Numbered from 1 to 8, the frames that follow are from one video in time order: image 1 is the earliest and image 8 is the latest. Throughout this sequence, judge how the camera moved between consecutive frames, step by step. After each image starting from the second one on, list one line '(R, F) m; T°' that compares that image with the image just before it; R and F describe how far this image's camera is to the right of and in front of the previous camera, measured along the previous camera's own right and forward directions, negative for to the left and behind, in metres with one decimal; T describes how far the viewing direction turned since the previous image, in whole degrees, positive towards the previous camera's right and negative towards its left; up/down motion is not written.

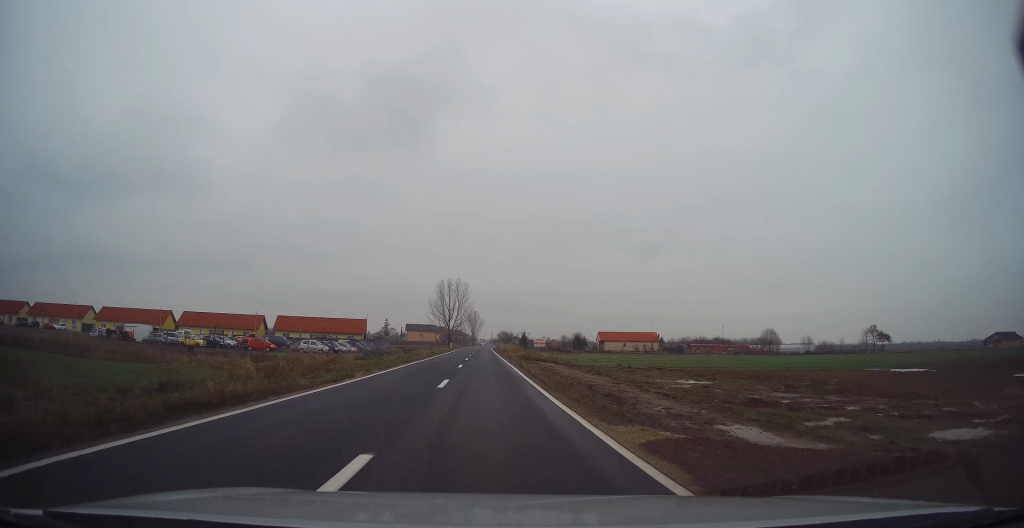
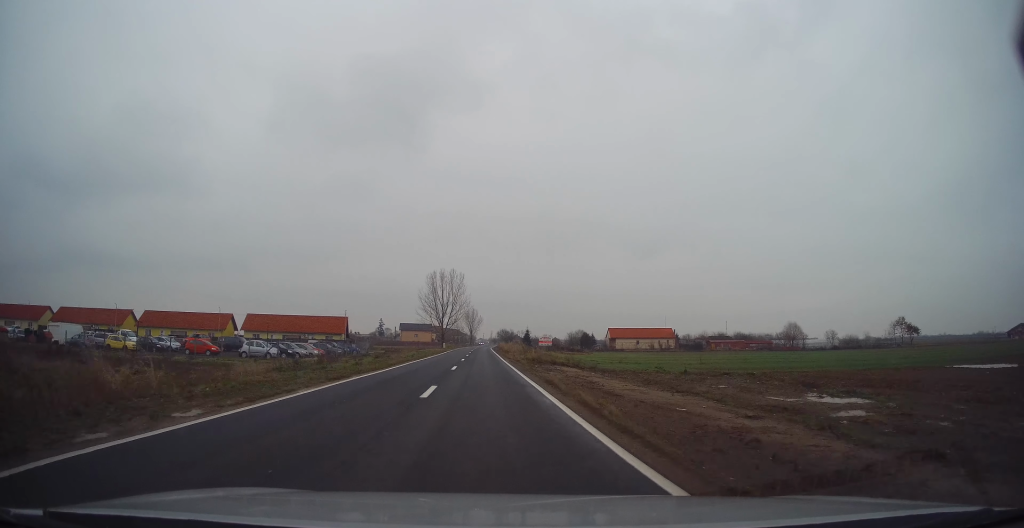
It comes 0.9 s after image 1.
(+0.3, +15.2) m; +1°
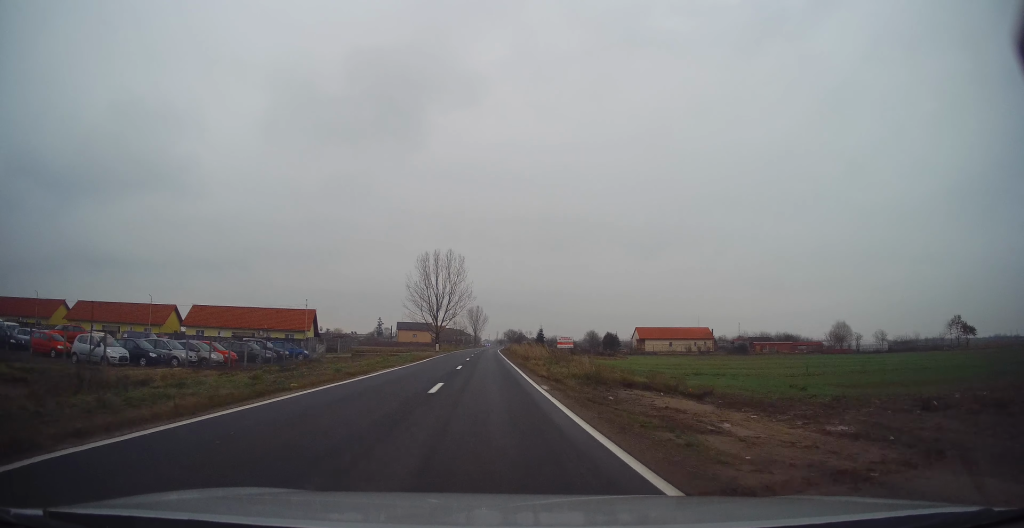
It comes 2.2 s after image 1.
(-0.2, +22.2) m; -1°
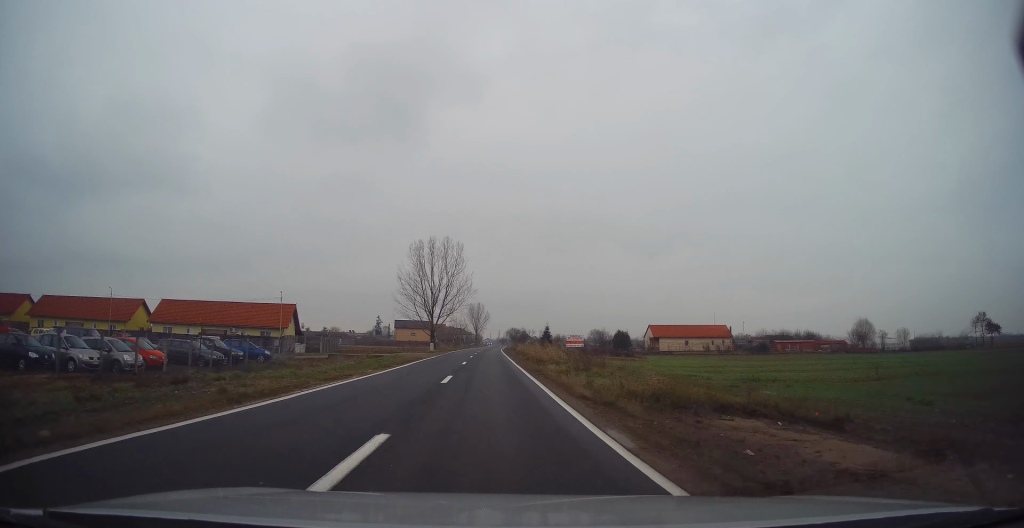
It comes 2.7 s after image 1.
(-0.2, +9.0) m; 0°
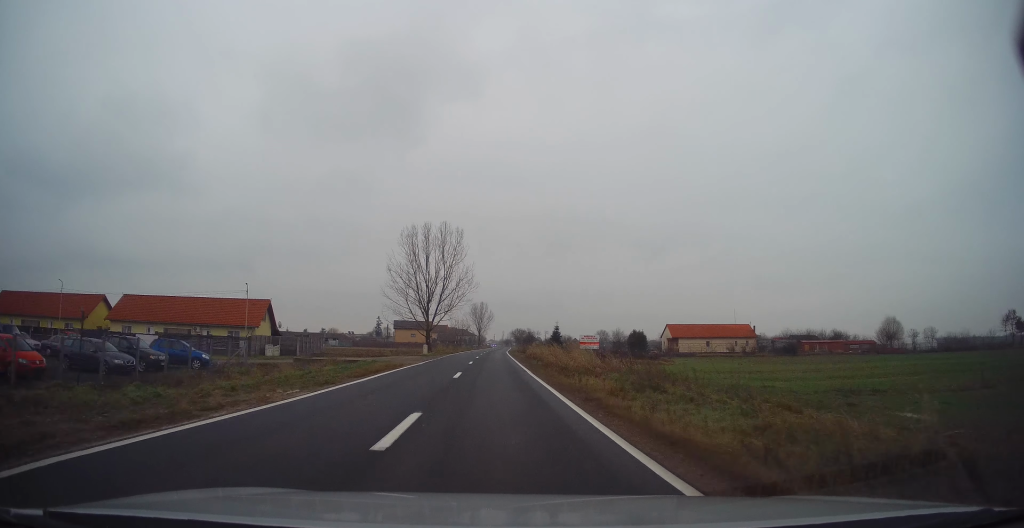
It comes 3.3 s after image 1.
(+0.2, +9.3) m; +1°
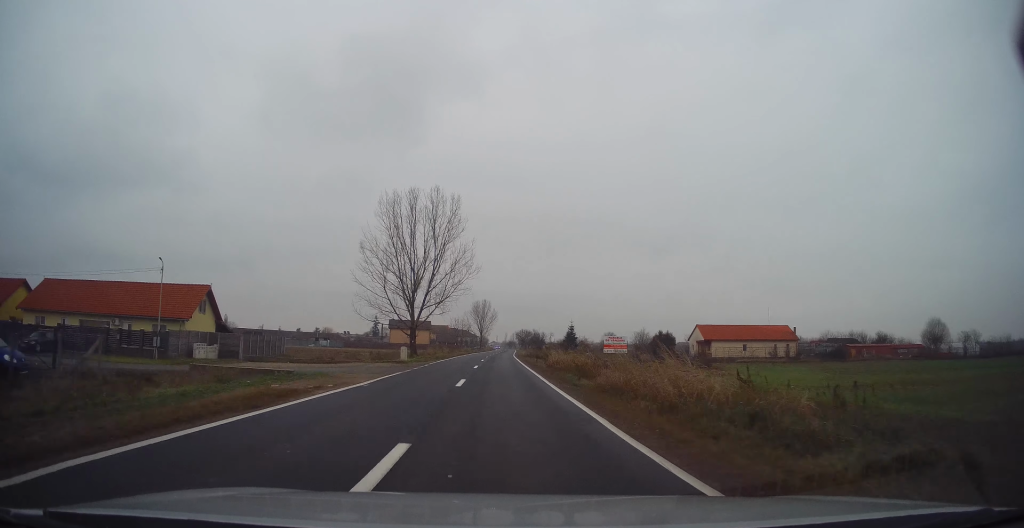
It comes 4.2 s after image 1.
(+0.2, +15.1) m; 0°
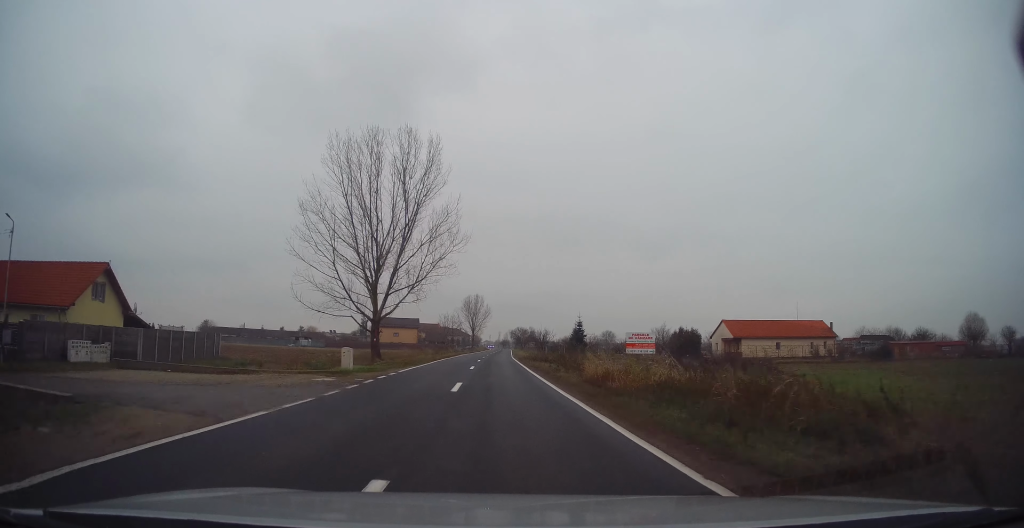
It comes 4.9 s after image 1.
(0.0, +13.0) m; -1°
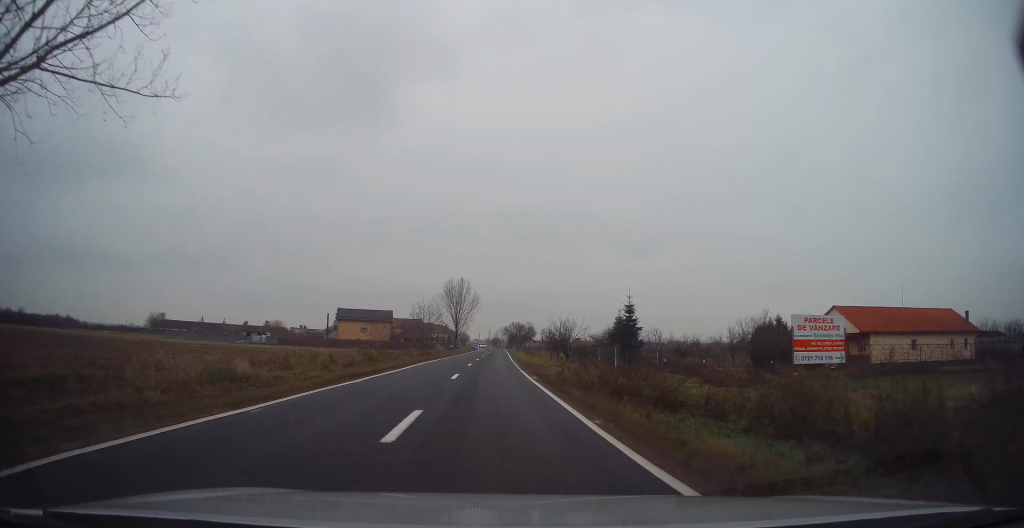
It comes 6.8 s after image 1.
(+0.1, +30.8) m; +3°
